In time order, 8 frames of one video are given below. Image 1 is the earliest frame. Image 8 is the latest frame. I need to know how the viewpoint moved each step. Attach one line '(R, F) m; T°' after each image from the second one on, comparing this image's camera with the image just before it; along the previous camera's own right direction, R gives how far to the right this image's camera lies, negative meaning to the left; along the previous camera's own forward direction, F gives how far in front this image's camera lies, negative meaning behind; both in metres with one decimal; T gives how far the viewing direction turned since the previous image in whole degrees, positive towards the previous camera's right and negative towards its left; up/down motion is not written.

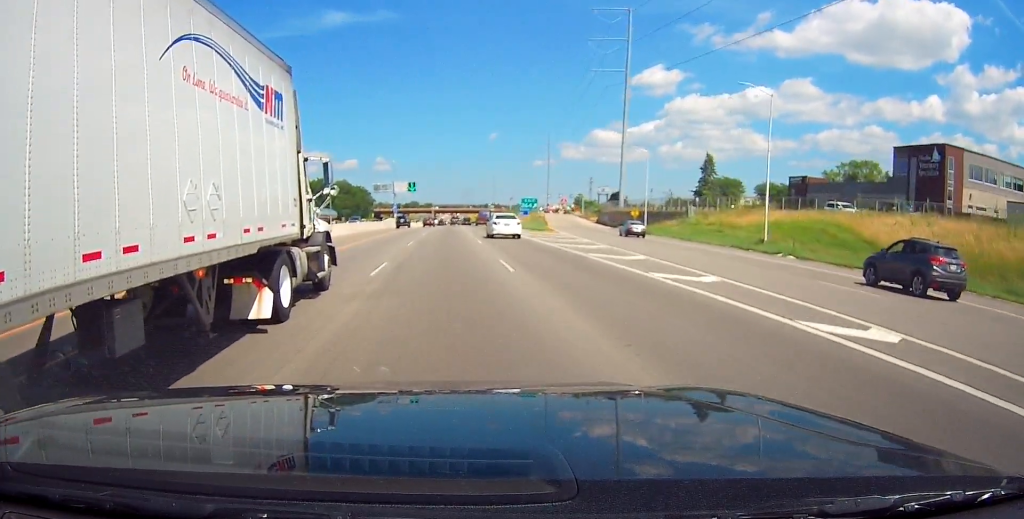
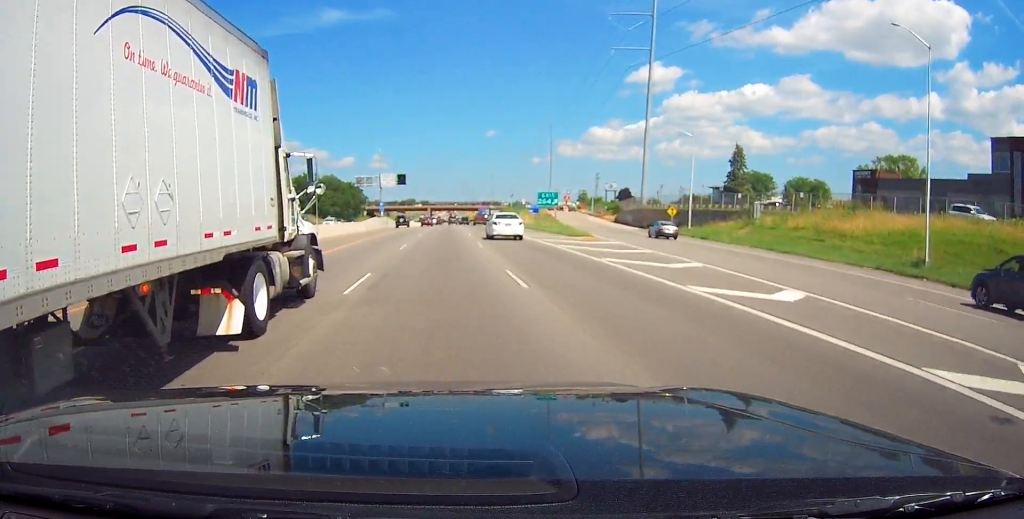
(-0.2, +18.5) m; 0°
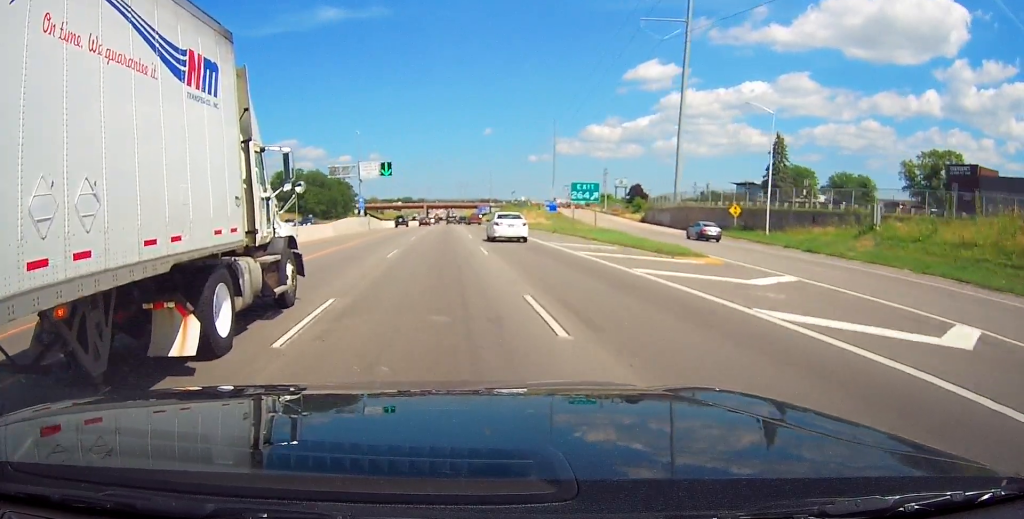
(+0.3, +20.0) m; +1°
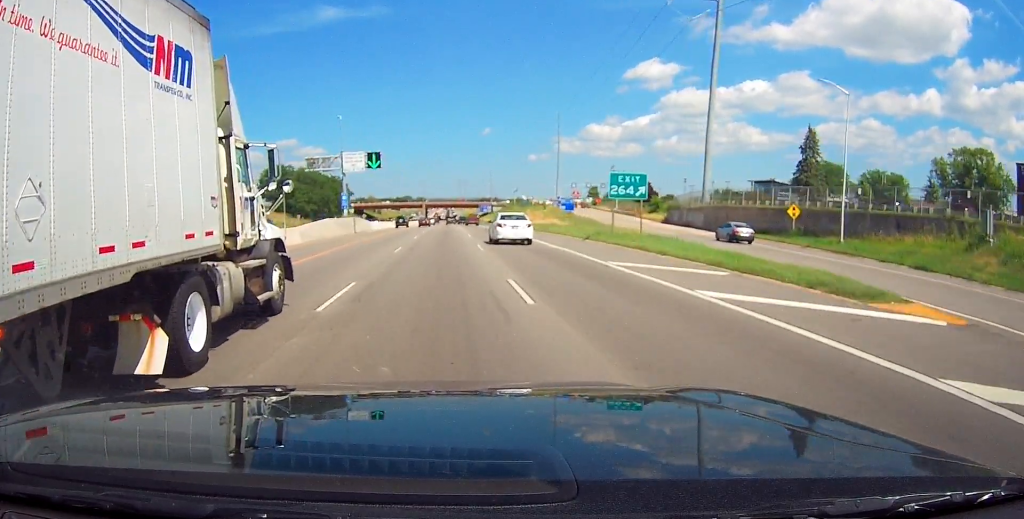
(0.0, +12.2) m; 0°
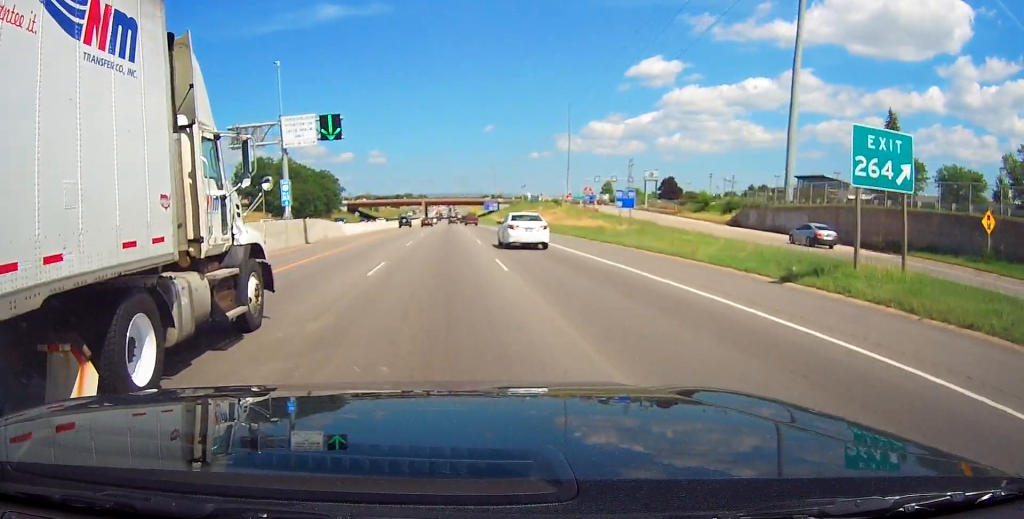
(0.0, +24.0) m; -1°
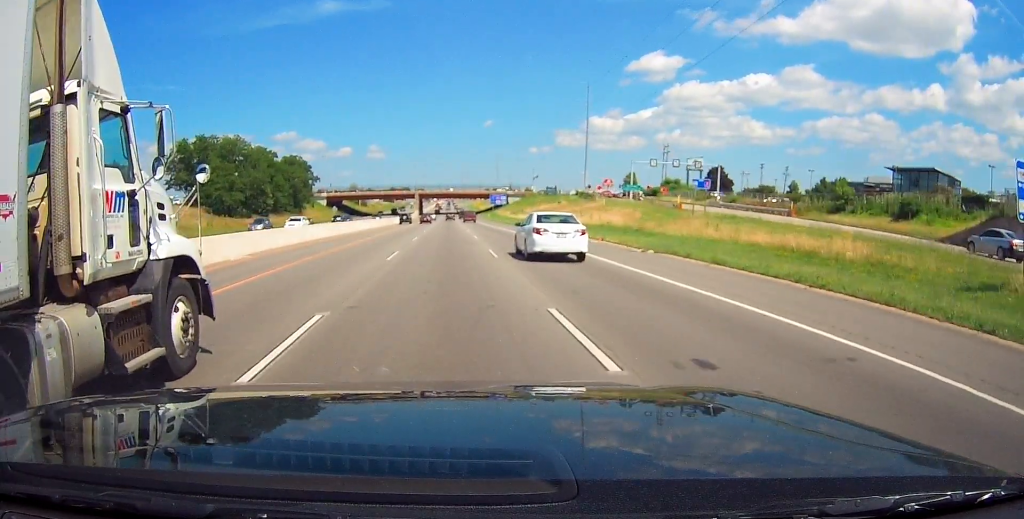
(-0.1, +40.6) m; +1°
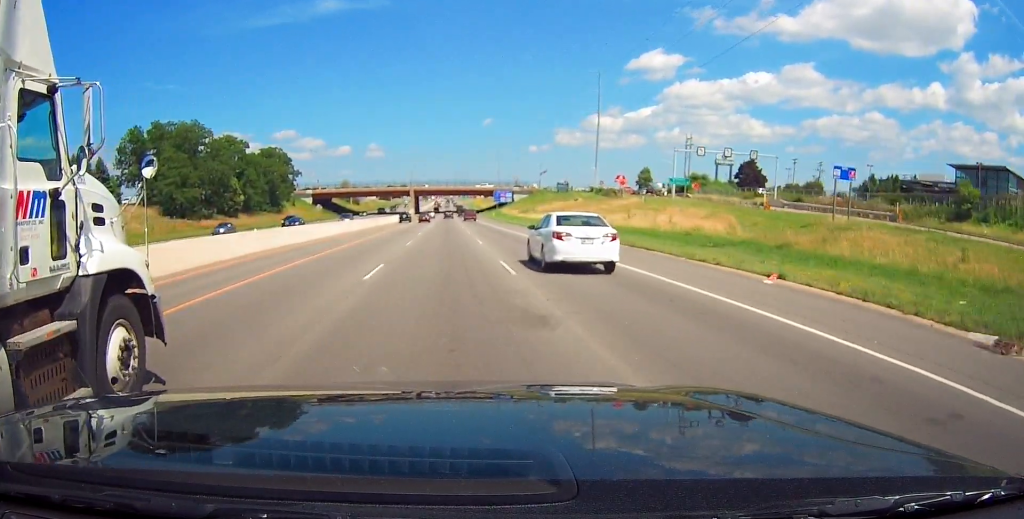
(+0.2, +20.7) m; 0°
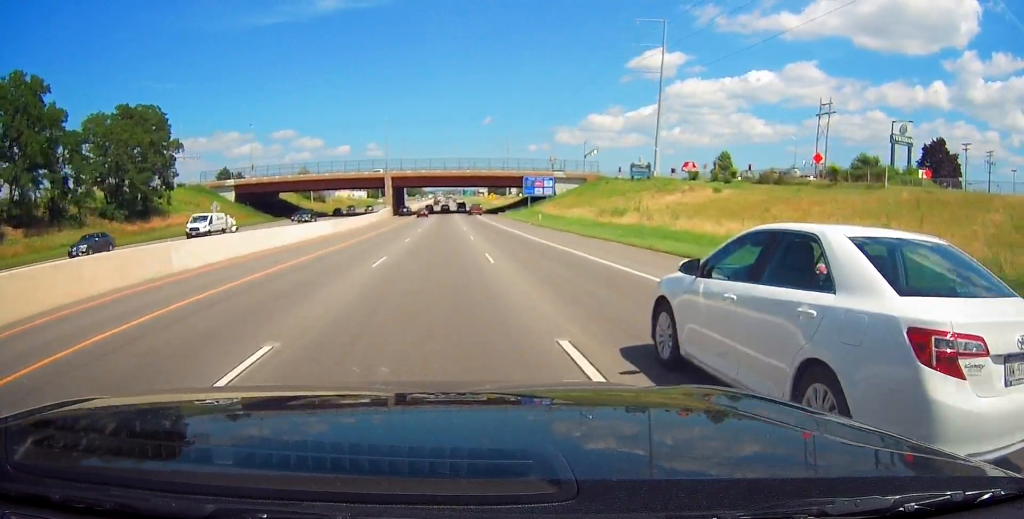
(0.0, +71.6) m; 0°
